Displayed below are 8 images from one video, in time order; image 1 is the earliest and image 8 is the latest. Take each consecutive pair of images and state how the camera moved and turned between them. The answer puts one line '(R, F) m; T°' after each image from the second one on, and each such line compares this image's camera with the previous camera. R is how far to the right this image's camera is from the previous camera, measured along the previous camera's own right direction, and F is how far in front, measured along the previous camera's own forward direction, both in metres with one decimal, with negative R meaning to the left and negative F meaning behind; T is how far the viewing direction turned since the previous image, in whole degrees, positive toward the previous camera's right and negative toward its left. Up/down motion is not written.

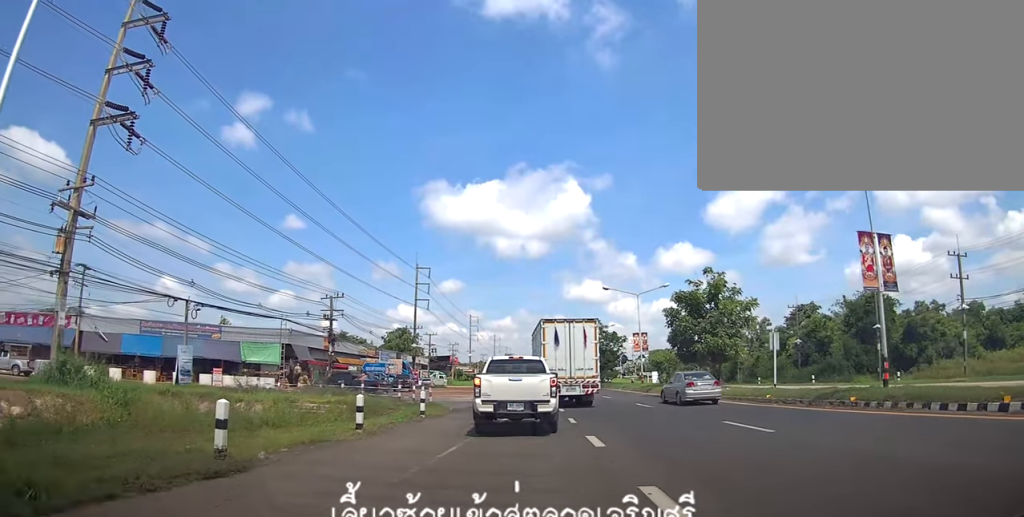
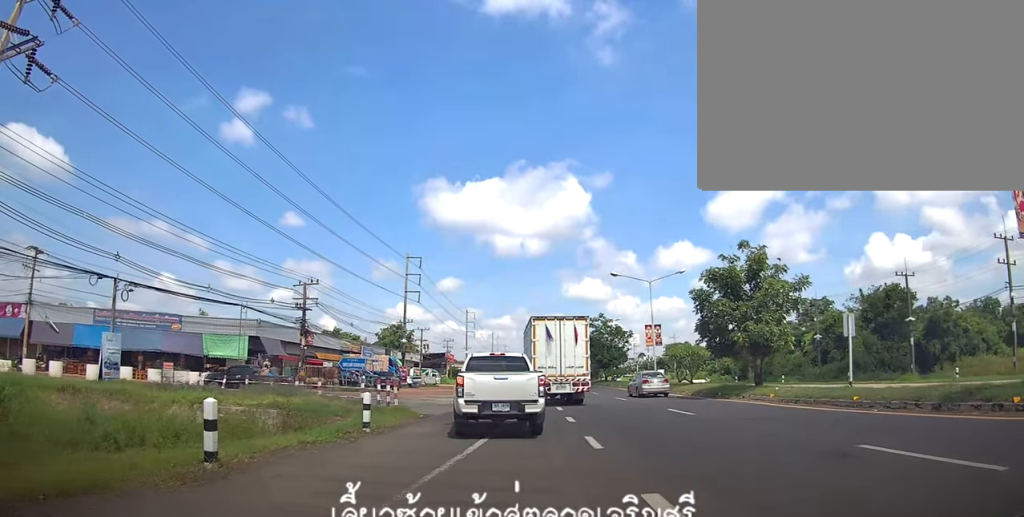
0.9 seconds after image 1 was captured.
(-0.1, +6.9) m; -1°
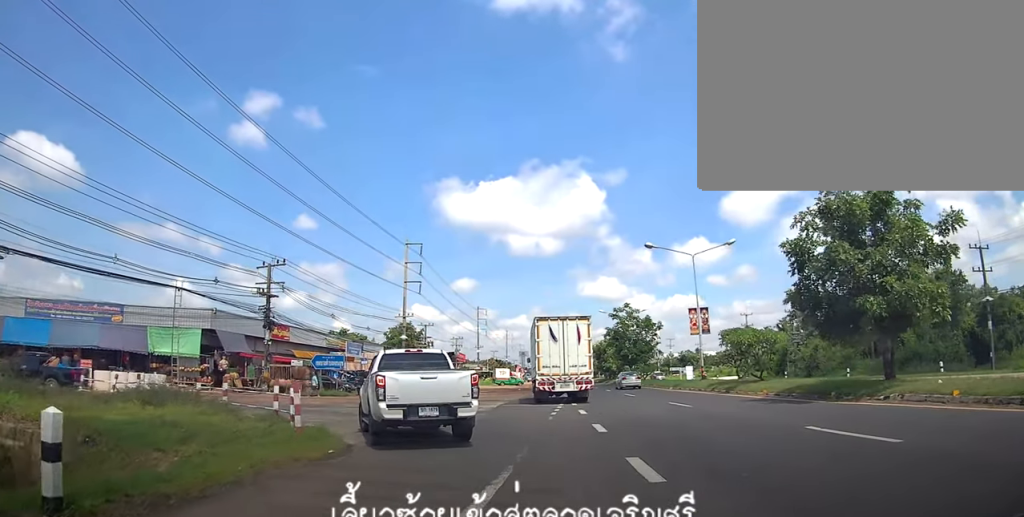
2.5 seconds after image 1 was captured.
(-0.1, +10.5) m; -2°
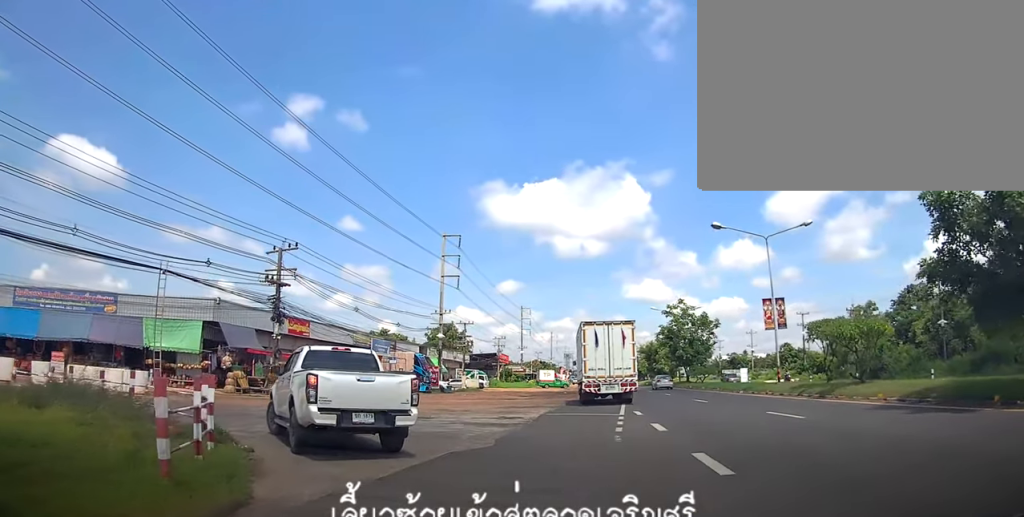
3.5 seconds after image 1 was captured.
(-0.1, +6.0) m; -2°
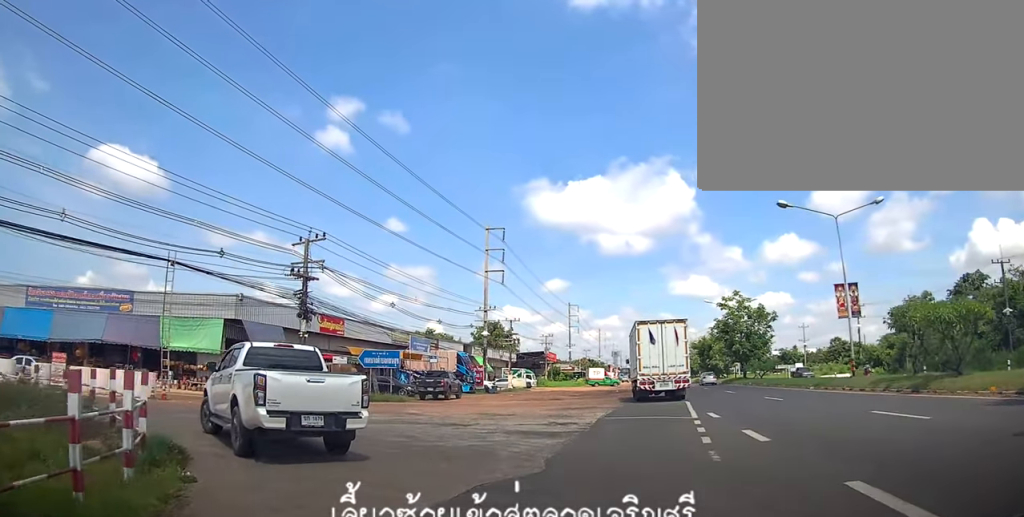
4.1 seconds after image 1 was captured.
(-0.1, +3.4) m; -2°
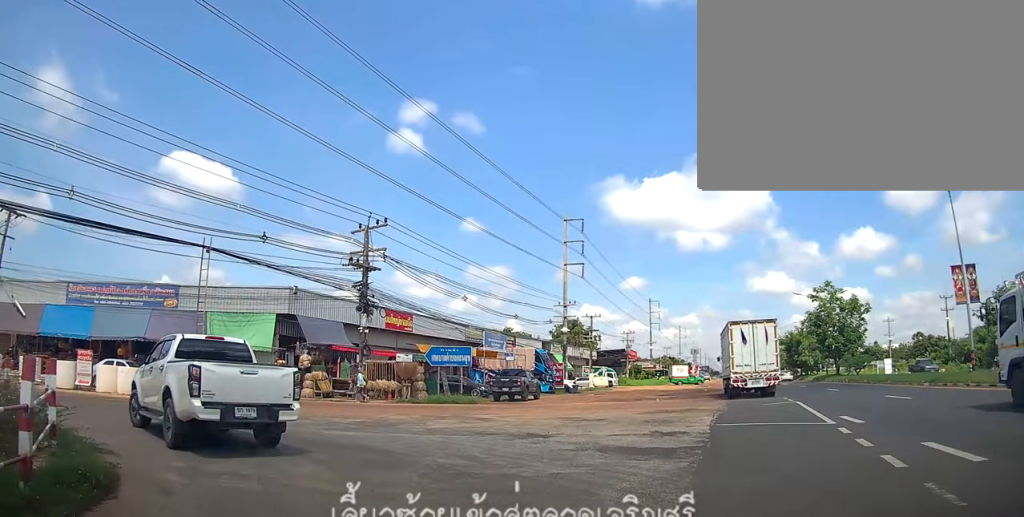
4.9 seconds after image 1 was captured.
(-0.1, +4.0) m; -3°
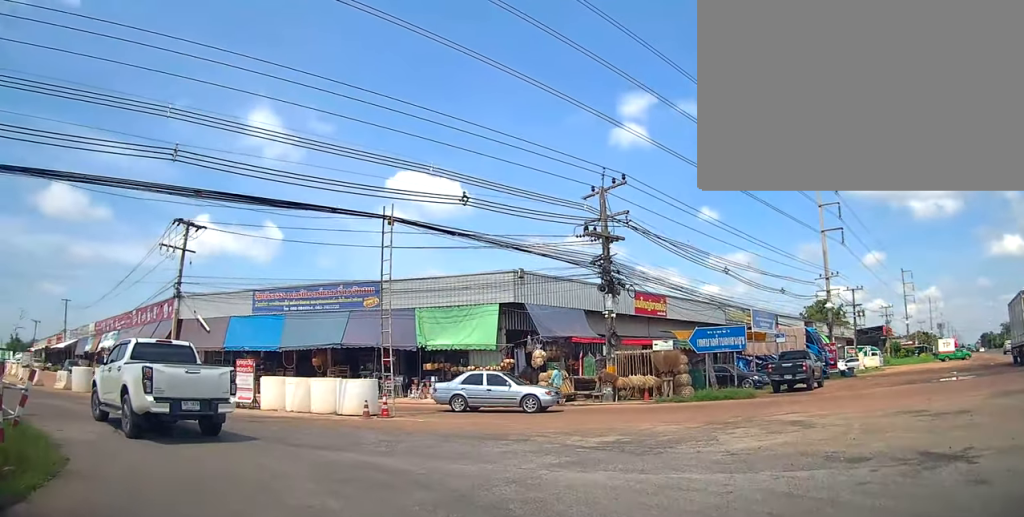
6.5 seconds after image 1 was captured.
(-0.6, +6.7) m; -27°
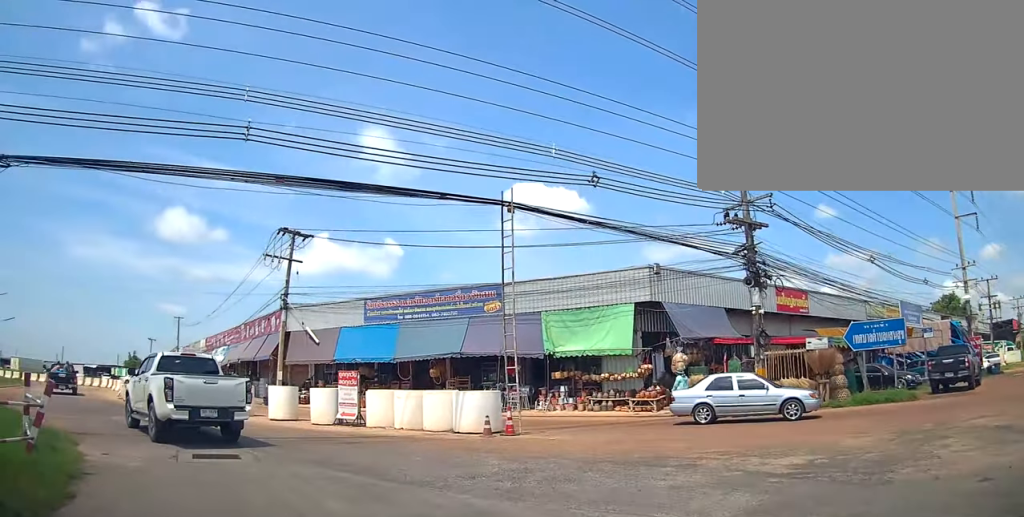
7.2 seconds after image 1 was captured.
(-0.7, +2.2) m; -18°
